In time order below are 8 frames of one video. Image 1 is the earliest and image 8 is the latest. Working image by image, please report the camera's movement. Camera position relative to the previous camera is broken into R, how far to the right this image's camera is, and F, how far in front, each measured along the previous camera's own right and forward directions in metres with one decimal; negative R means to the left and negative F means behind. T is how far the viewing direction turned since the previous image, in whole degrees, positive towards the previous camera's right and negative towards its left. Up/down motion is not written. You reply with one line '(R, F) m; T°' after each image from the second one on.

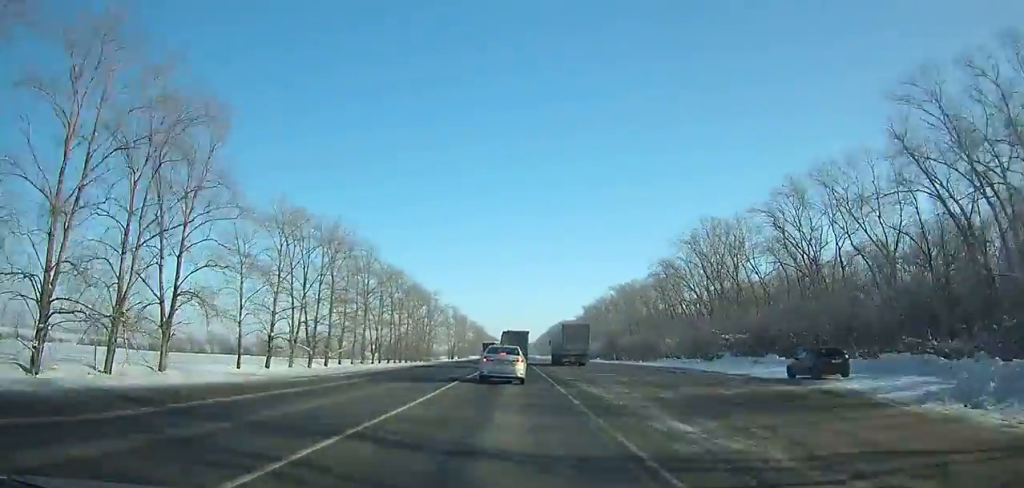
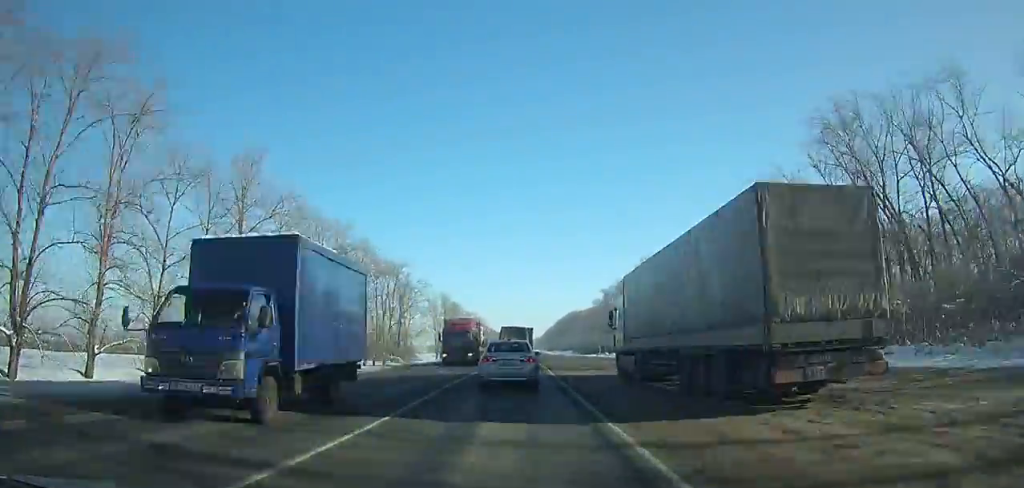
(-0.1, +43.1) m; 0°
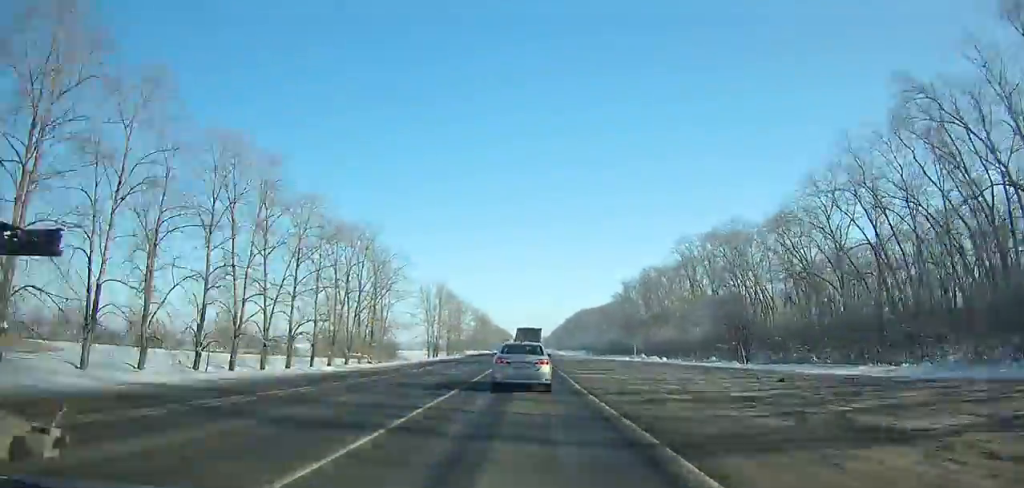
(-0.1, +28.4) m; 0°
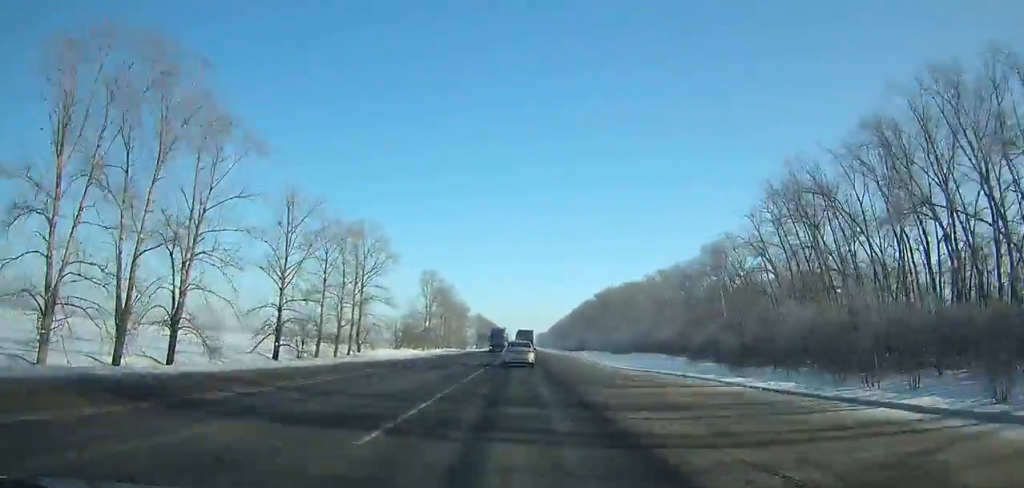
(-1.7, +125.8) m; -1°
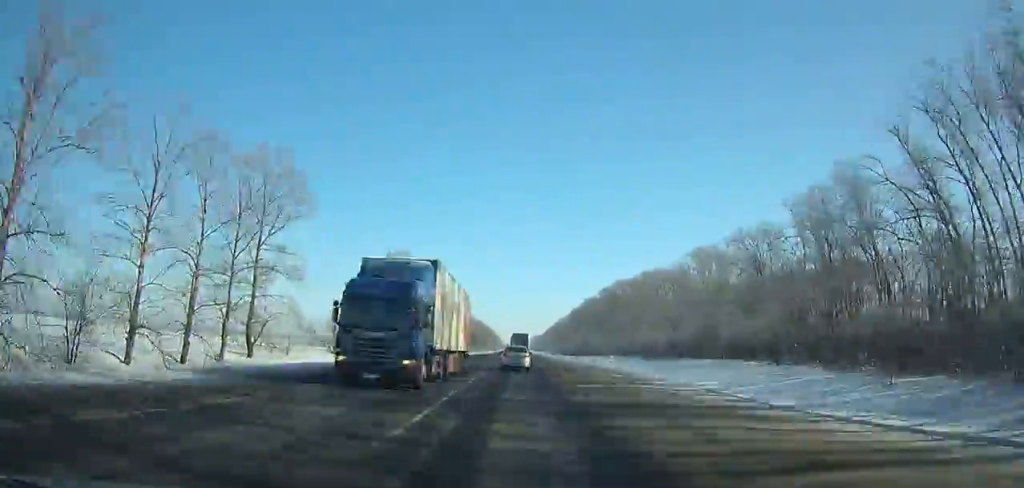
(0.0, +35.7) m; 0°
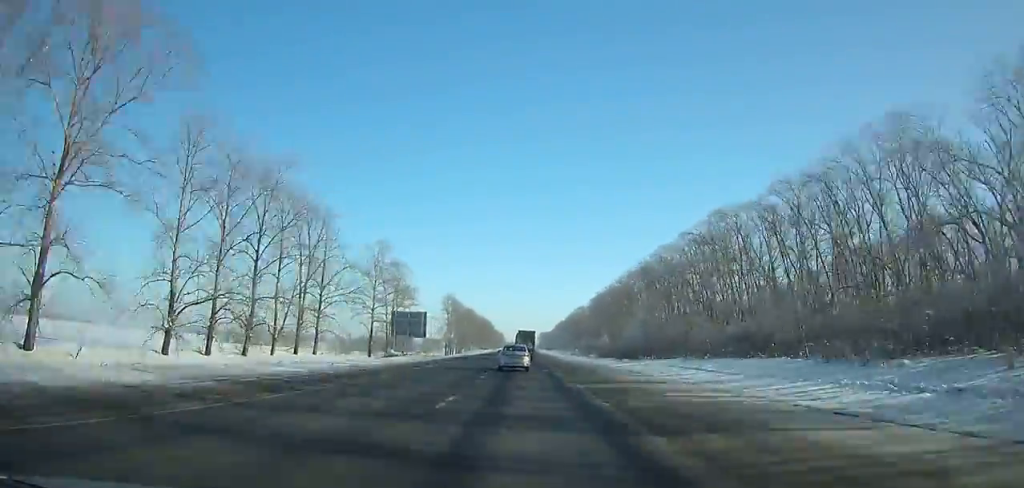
(+0.1, +89.0) m; +1°
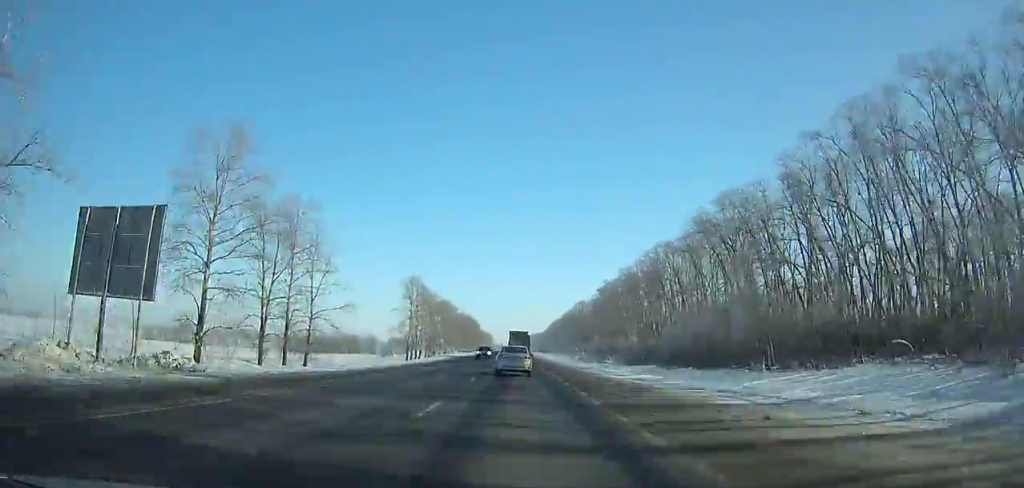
(+0.4, +48.7) m; 0°
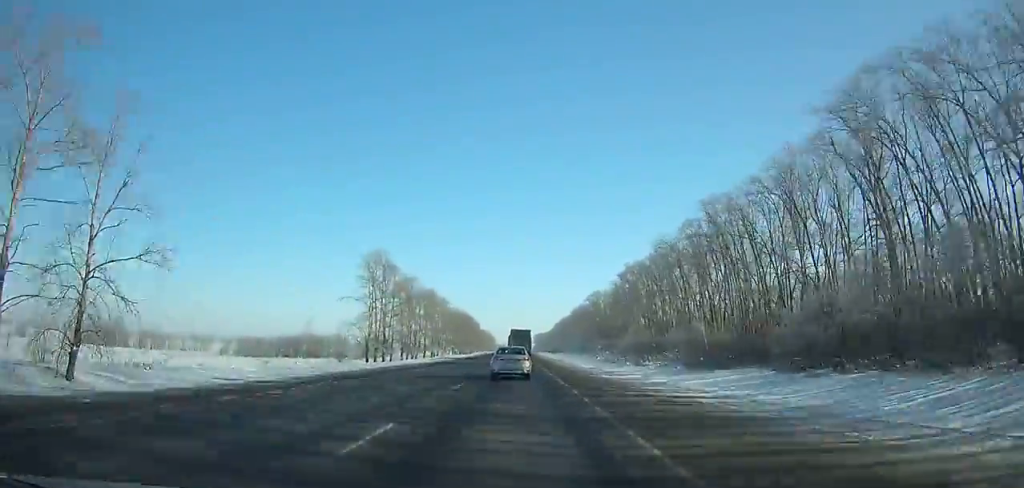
(0.0, +37.9) m; 0°
